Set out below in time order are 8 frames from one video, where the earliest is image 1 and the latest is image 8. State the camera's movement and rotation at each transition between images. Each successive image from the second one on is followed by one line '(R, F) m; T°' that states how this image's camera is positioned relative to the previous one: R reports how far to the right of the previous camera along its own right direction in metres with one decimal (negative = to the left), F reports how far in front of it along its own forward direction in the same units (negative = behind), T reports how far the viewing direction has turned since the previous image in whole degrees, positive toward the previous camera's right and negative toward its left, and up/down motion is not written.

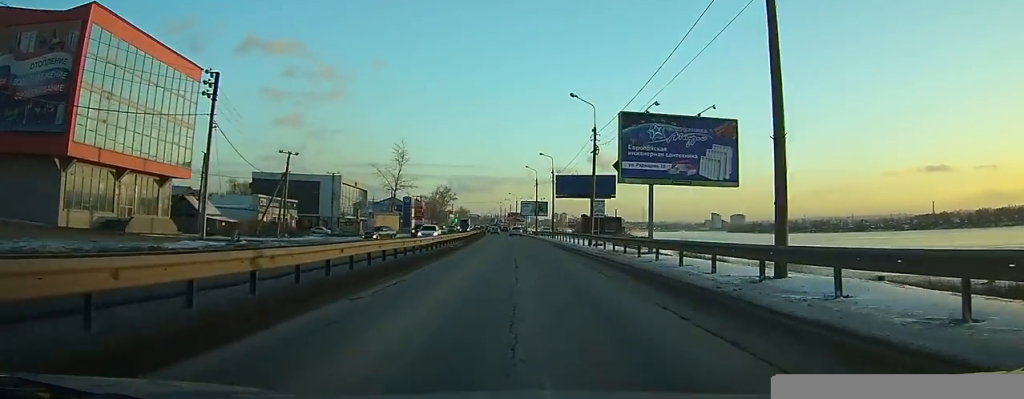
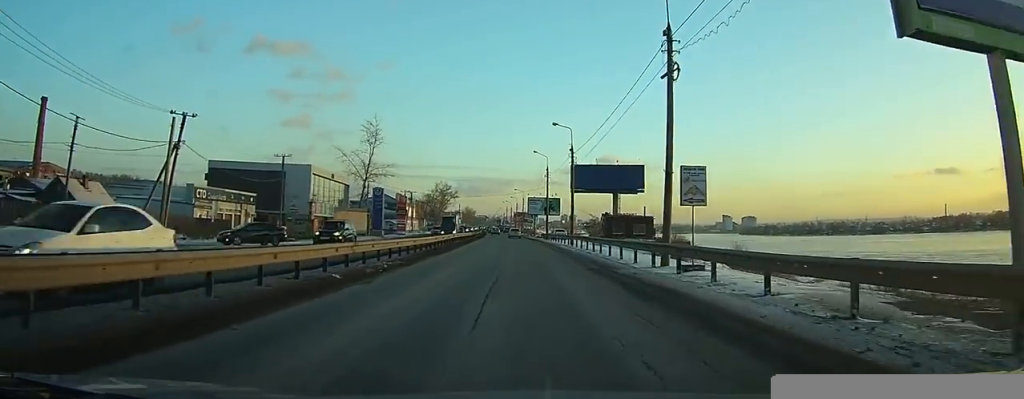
(0.0, +22.6) m; 0°
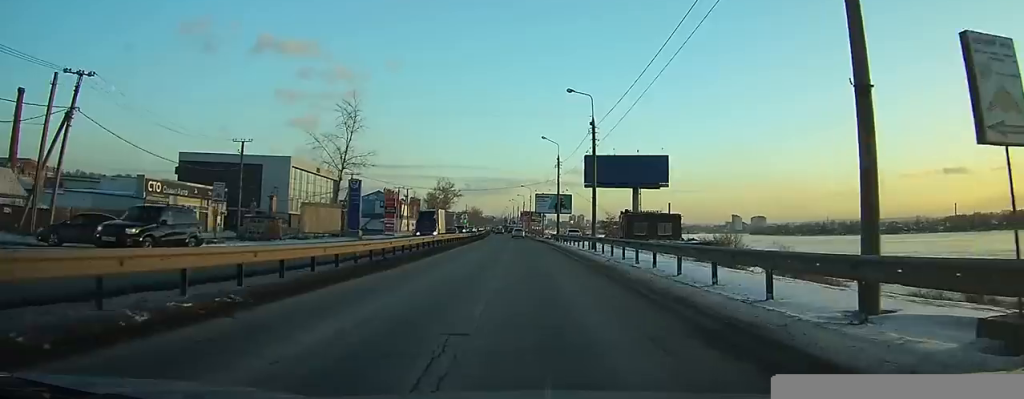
(0.0, +12.7) m; 0°
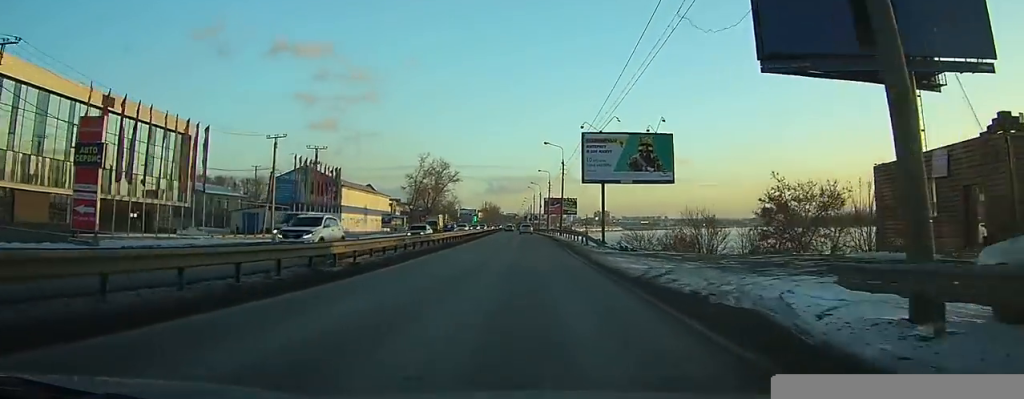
(-1.7, +62.4) m; -3°
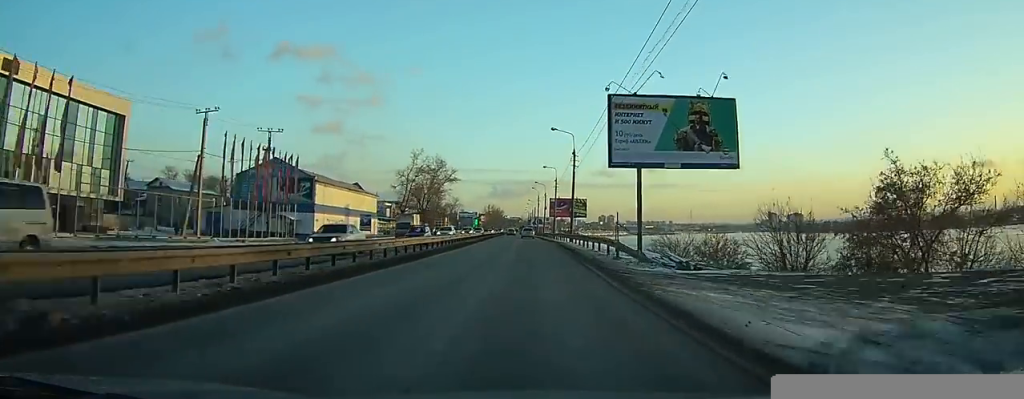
(0.0, +12.3) m; 0°
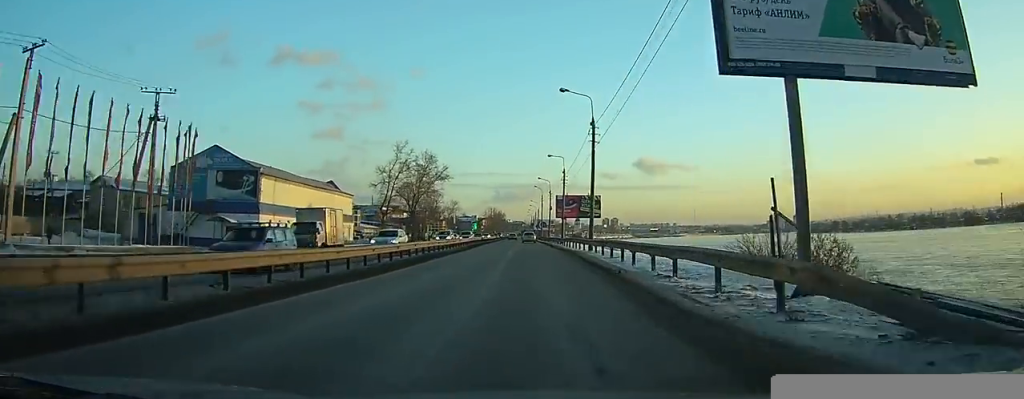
(0.0, +16.4) m; -1°
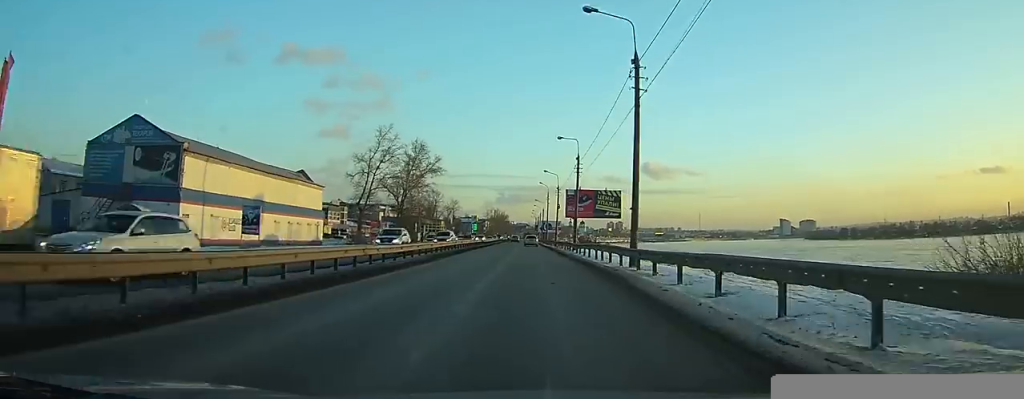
(-0.1, +15.0) m; -1°
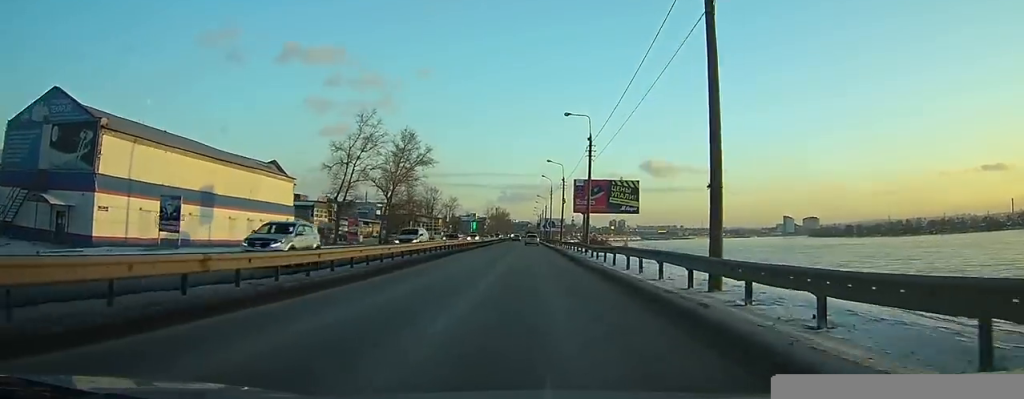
(-0.1, +10.2) m; -1°
